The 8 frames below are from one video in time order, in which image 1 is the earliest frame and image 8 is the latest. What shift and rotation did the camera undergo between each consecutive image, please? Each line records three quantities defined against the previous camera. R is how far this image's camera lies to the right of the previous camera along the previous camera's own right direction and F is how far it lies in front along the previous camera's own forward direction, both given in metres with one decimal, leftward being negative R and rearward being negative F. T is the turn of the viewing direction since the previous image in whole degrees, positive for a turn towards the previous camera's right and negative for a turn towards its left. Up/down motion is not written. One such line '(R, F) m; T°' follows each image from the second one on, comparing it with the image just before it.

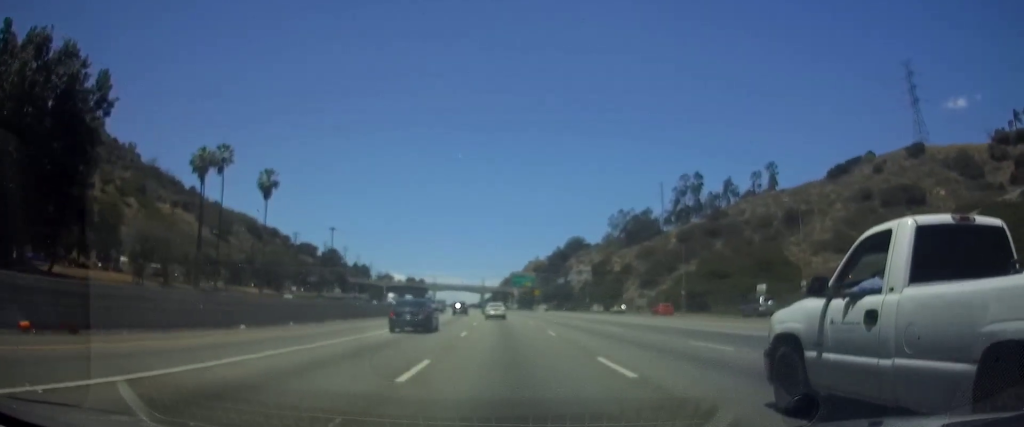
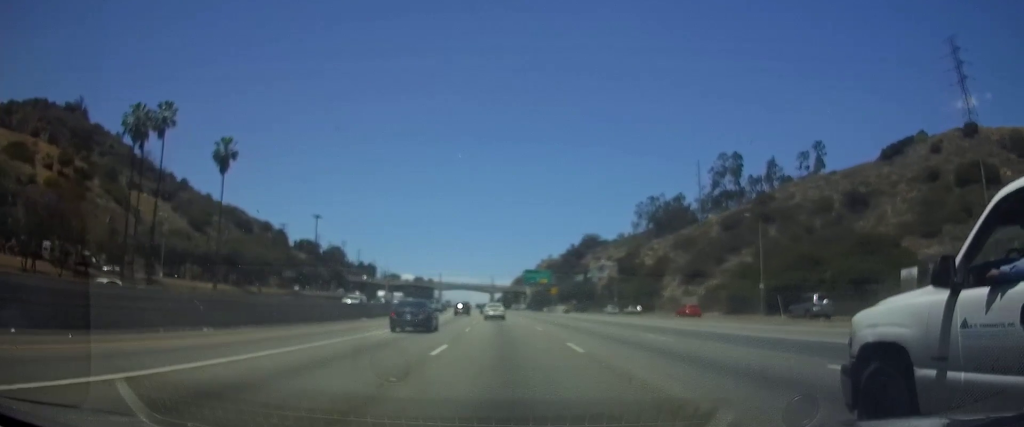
(-0.3, +23.7) m; -1°
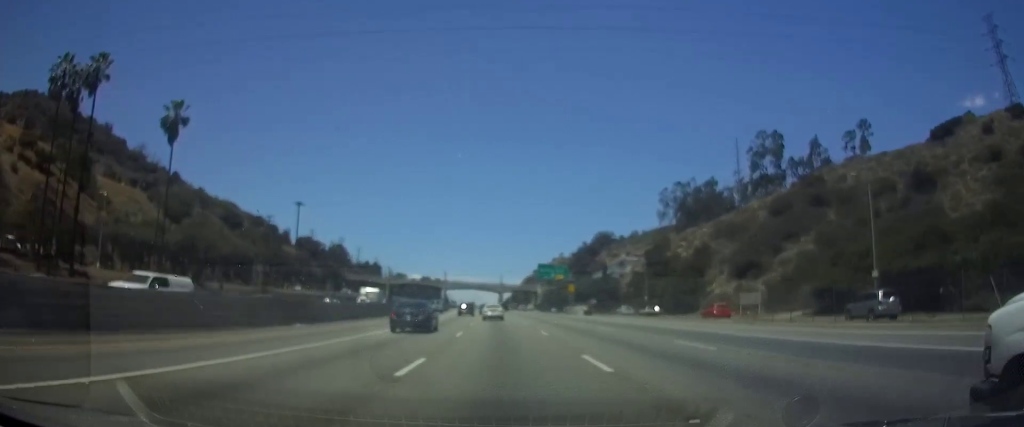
(0.0, +19.3) m; -1°
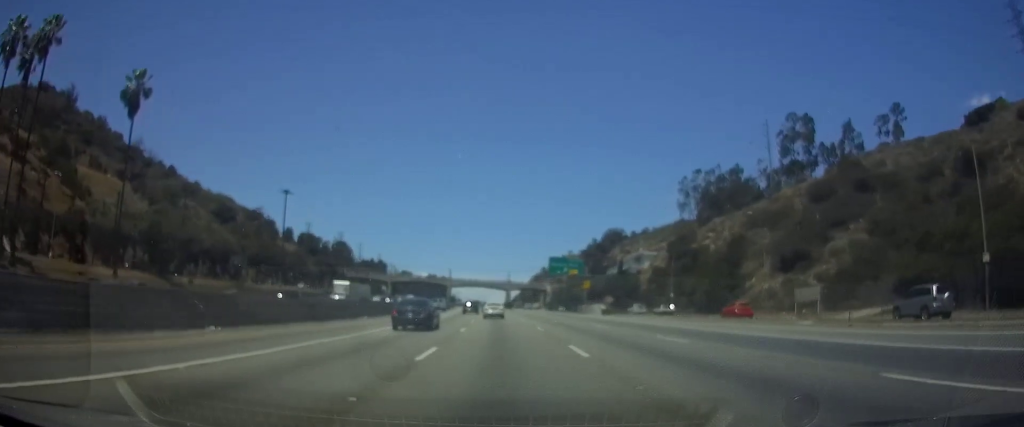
(-0.1, +11.9) m; -1°
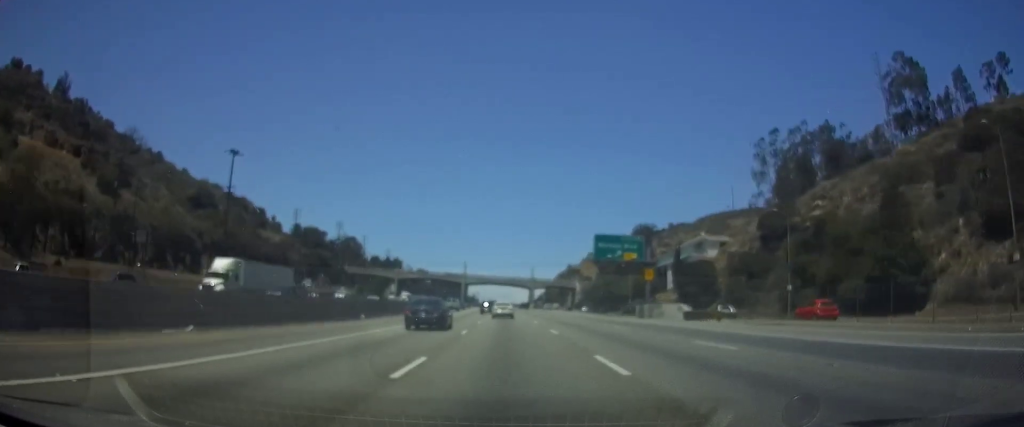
(-0.5, +32.8) m; -2°
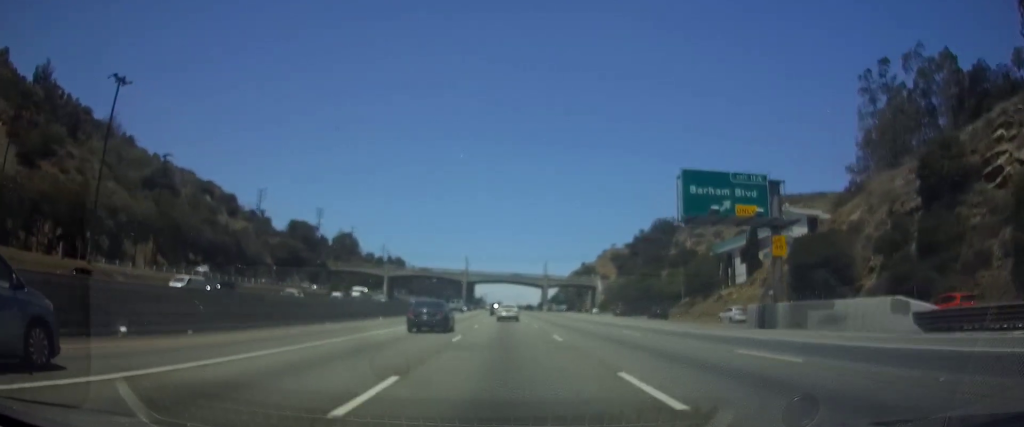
(-0.2, +33.0) m; -1°
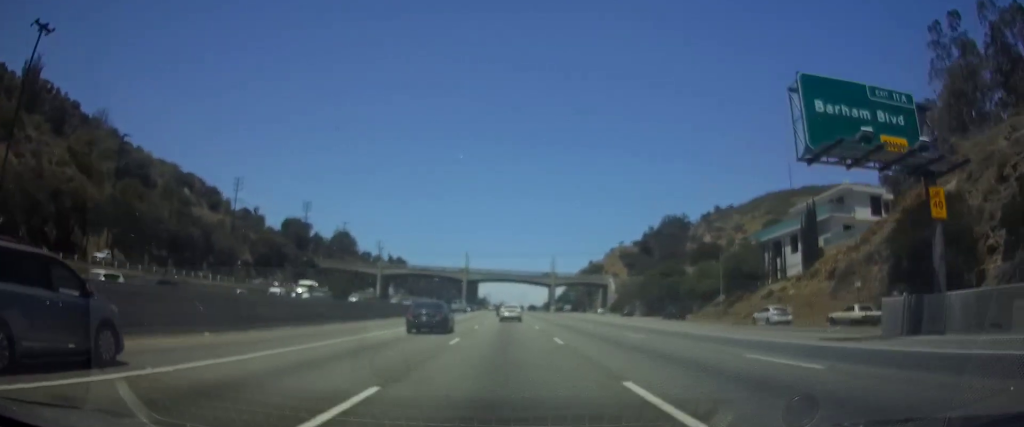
(0.0, +15.7) m; -1°
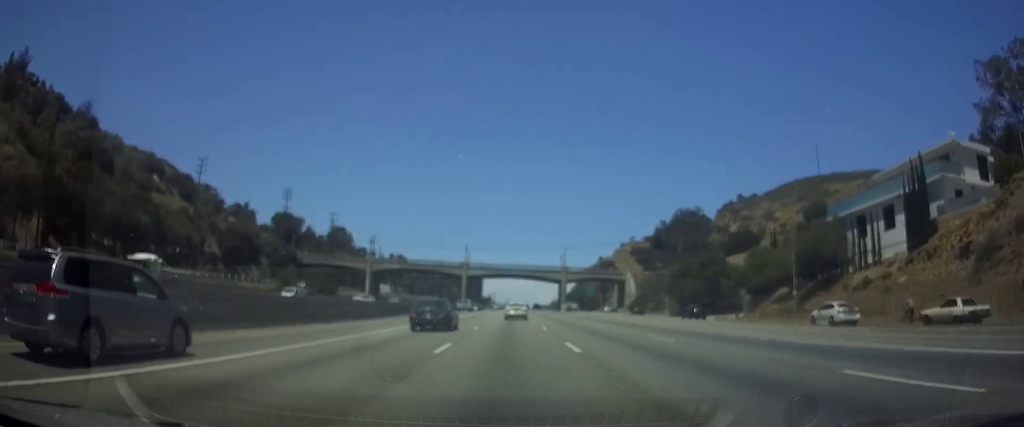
(-0.3, +19.5) m; 0°
